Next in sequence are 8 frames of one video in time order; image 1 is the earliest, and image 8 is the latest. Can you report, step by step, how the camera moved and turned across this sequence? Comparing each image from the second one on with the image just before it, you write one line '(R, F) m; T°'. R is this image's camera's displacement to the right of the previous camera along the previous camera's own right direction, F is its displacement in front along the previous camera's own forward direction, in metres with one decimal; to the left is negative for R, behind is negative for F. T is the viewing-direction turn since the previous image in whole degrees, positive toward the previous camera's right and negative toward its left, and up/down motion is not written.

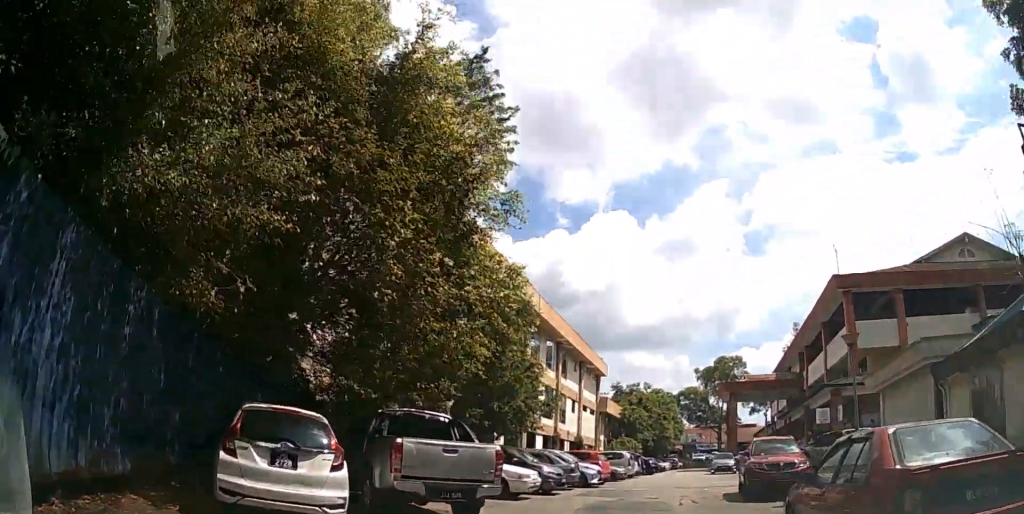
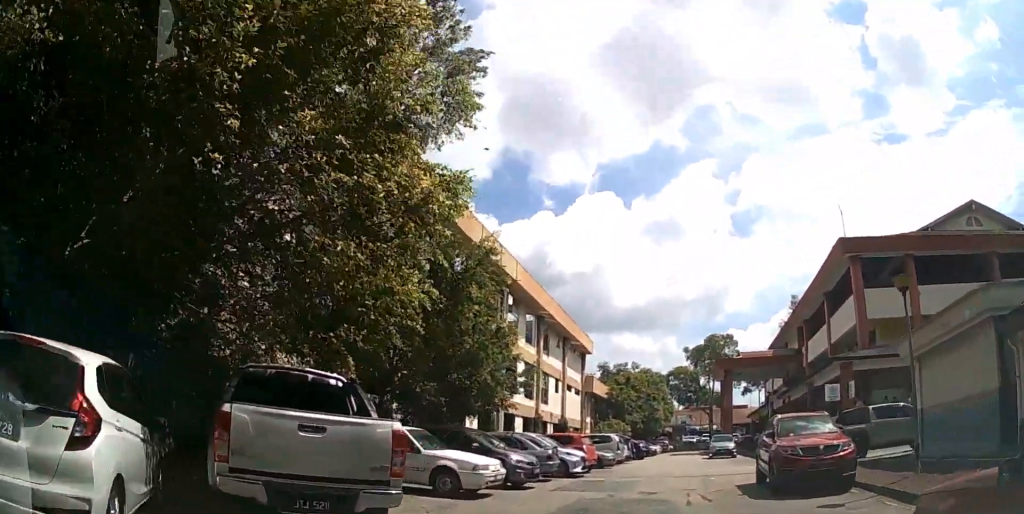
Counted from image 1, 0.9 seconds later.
(+0.2, +3.1) m; +7°
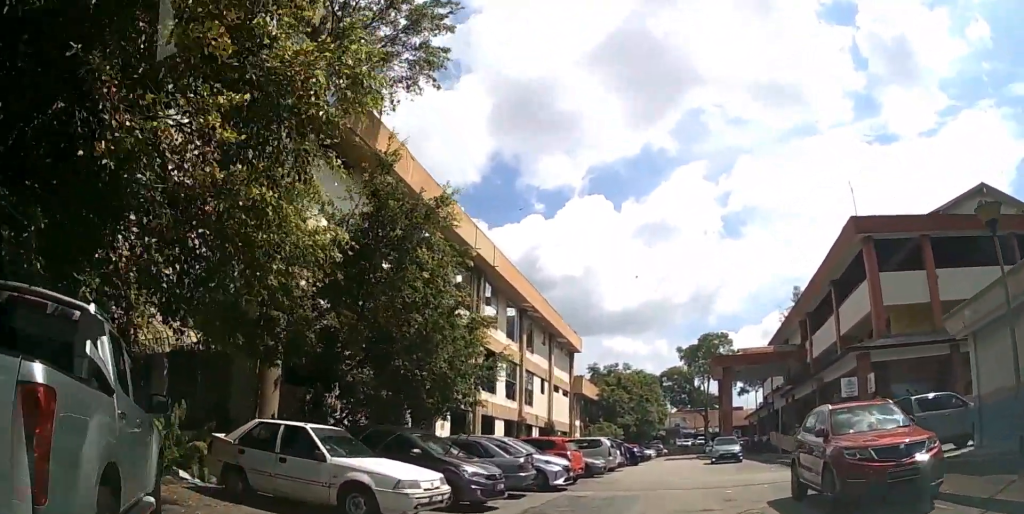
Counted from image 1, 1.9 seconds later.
(+0.2, +3.8) m; +3°
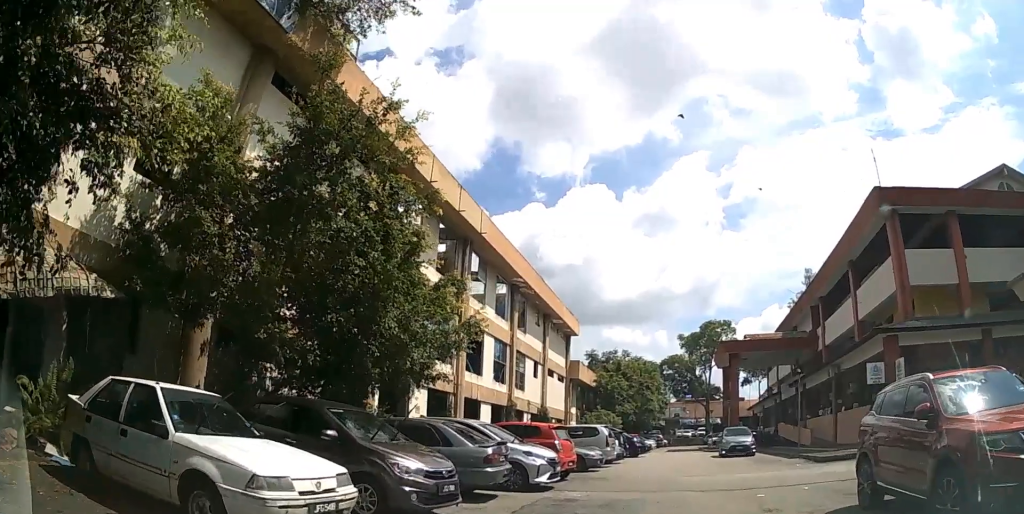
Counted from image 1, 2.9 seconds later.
(0.0, +3.6) m; +3°
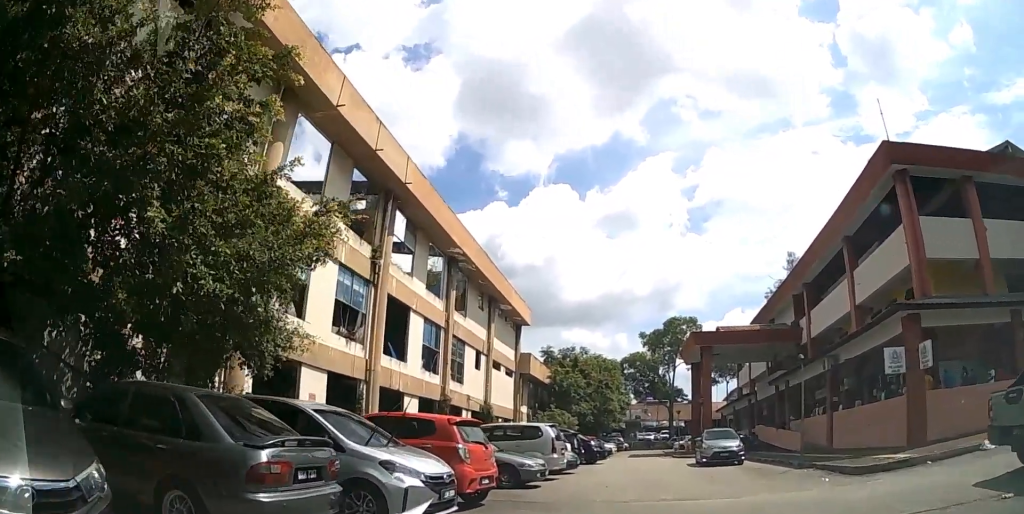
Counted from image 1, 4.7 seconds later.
(+0.3, +6.2) m; +3°
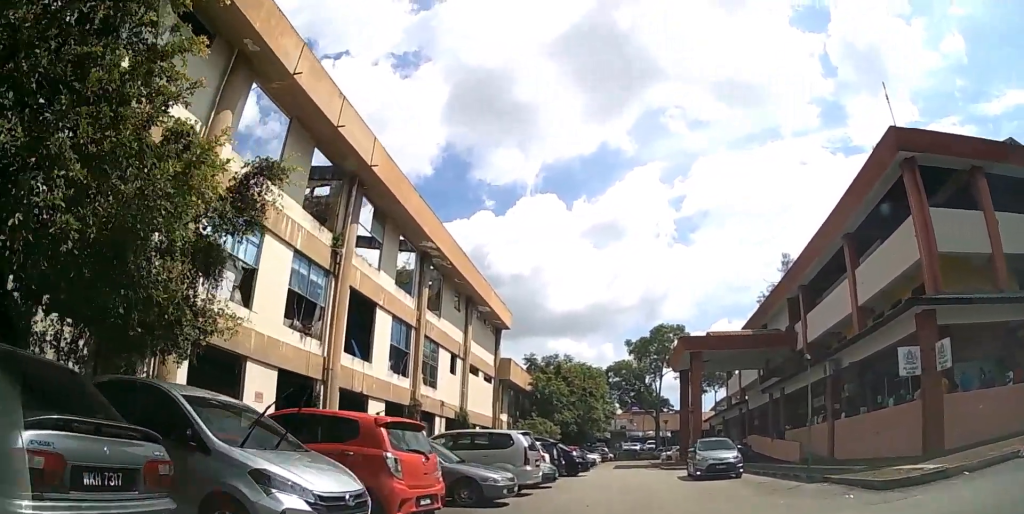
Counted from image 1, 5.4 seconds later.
(0.0, +2.5) m; +1°
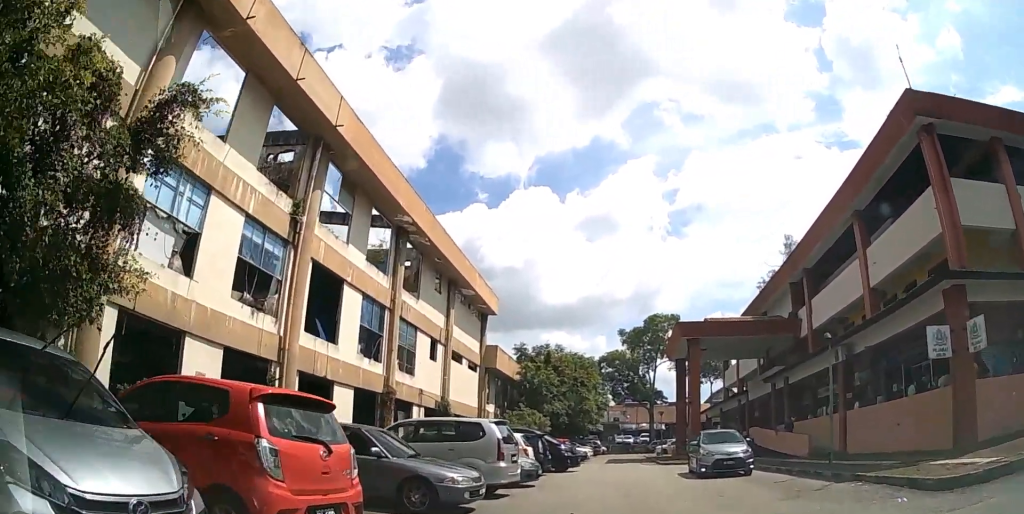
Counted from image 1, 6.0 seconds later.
(0.0, +2.5) m; +1°
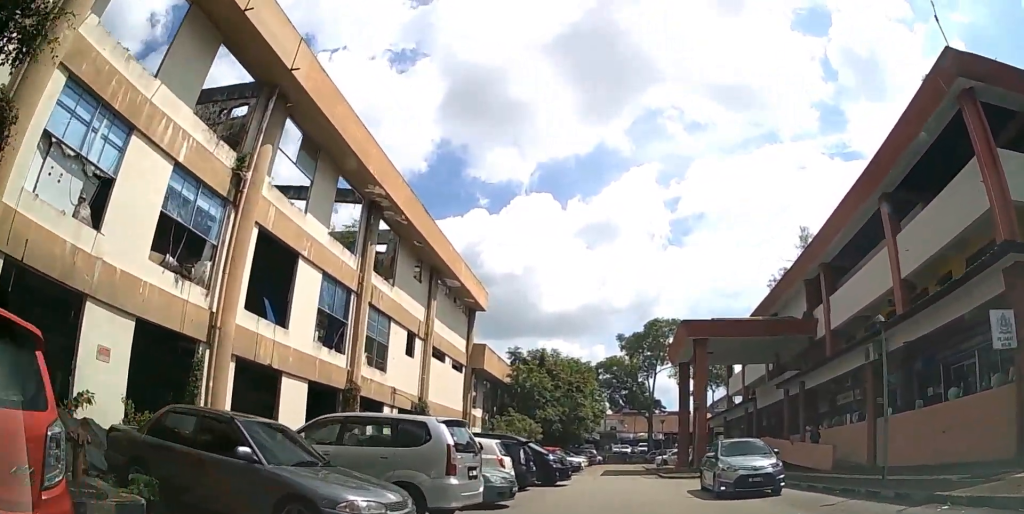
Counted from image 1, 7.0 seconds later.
(+0.1, +3.7) m; 0°
